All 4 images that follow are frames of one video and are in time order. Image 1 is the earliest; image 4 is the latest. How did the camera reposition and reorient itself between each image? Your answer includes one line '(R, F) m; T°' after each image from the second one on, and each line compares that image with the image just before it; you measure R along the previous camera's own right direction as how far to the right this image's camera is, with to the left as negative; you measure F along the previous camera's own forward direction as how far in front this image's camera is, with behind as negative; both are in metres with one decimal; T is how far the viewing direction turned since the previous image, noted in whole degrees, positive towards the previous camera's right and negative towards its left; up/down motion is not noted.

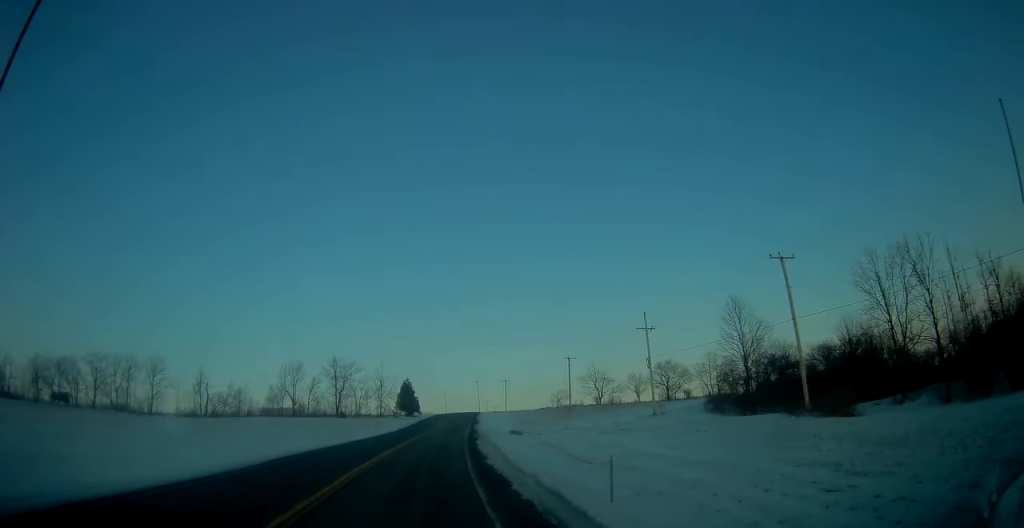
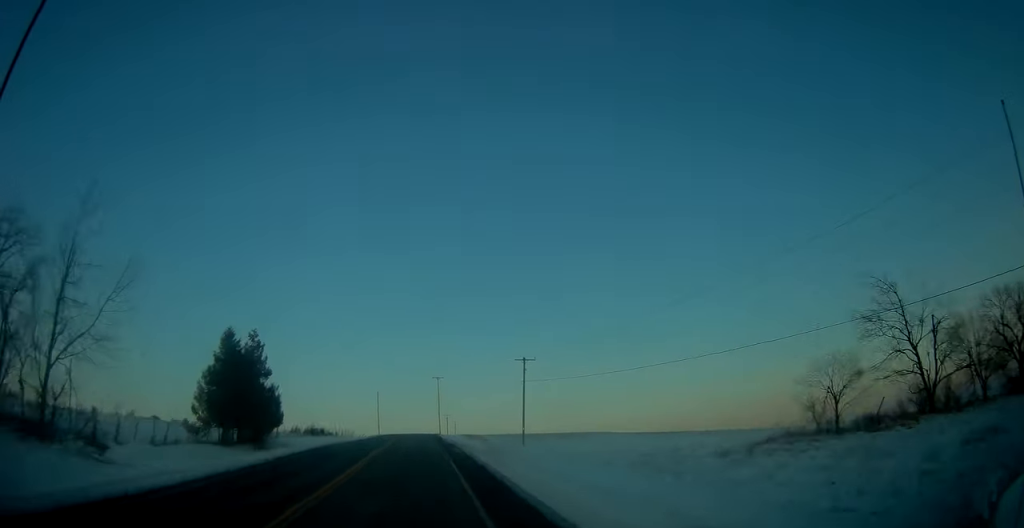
(+6.9, +92.5) m; +4°
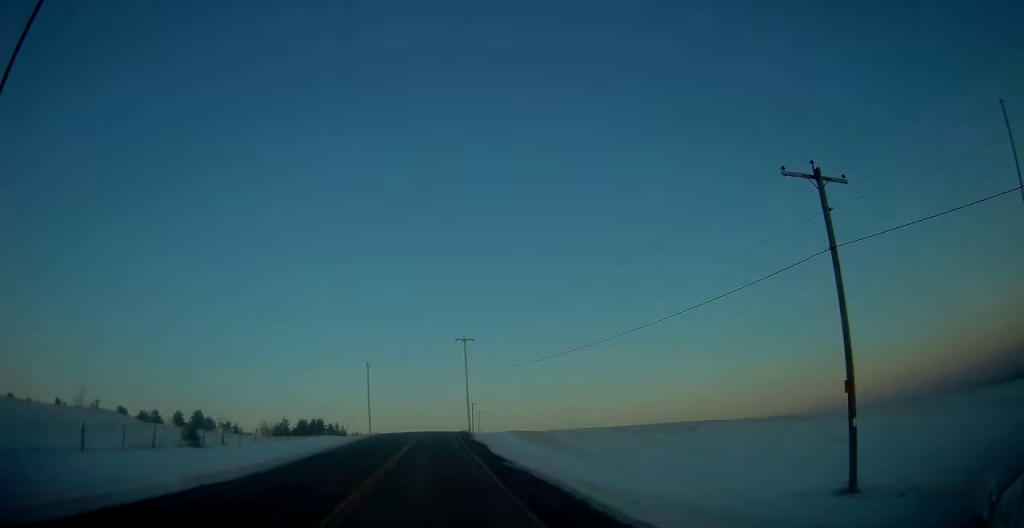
(-0.3, +43.5) m; 0°
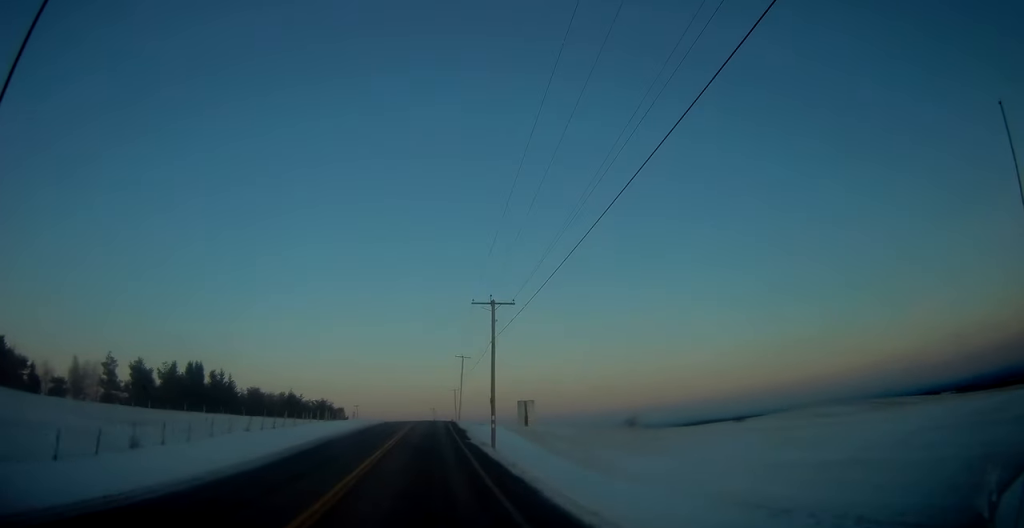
(+2.7, +95.3) m; +4°
